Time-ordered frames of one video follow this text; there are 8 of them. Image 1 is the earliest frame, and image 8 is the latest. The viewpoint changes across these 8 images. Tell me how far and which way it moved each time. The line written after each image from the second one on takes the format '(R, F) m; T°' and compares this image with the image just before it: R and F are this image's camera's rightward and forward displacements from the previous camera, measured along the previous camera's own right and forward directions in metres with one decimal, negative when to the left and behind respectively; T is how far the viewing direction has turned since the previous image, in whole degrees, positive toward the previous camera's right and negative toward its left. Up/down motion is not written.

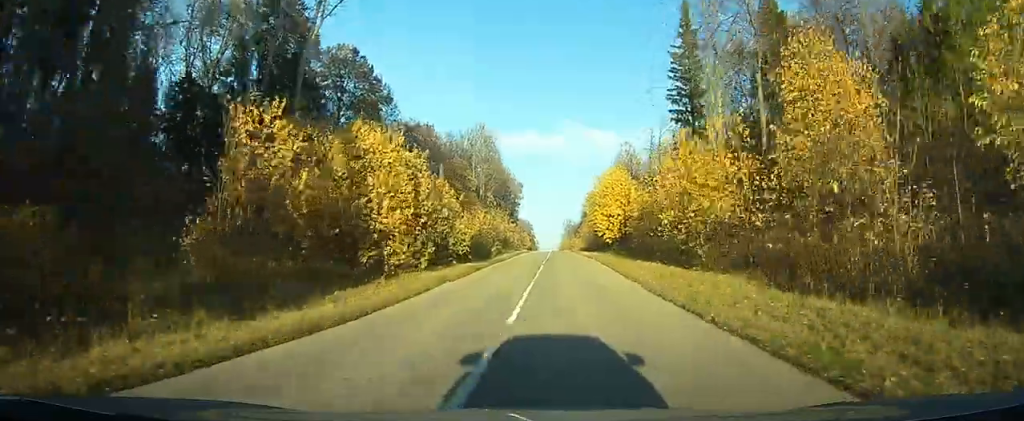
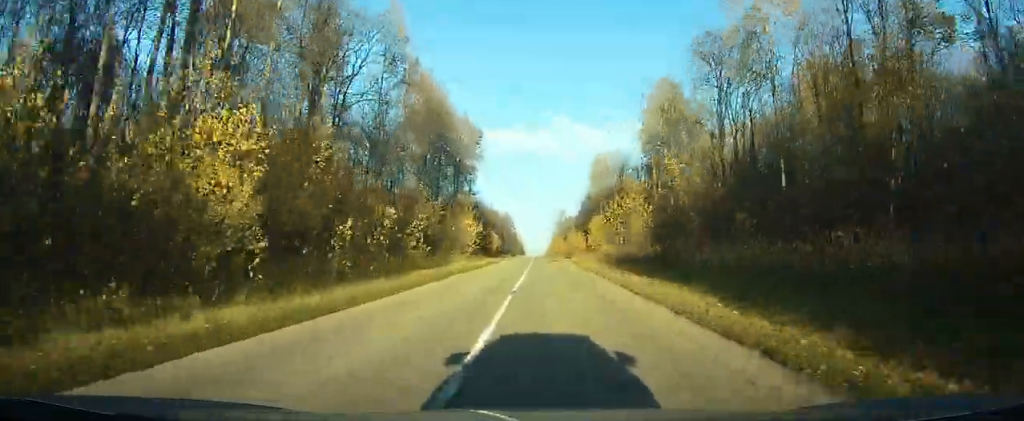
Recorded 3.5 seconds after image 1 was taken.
(+5.5, +89.4) m; +3°
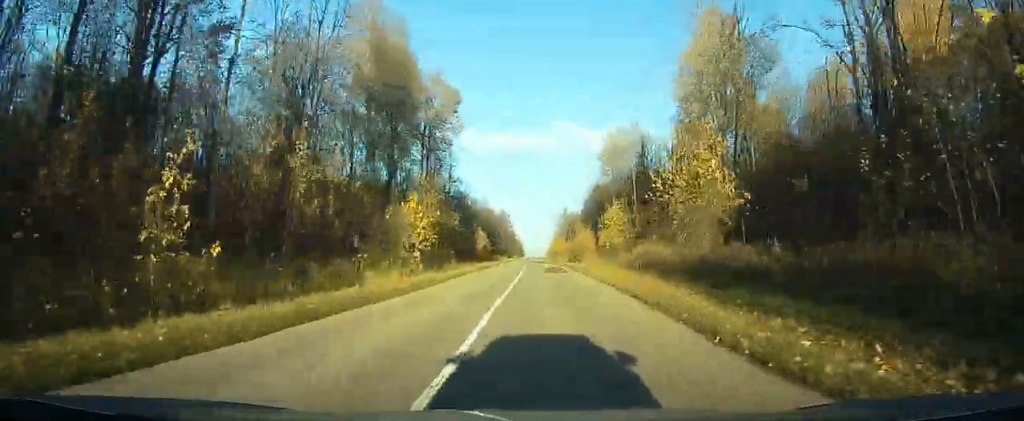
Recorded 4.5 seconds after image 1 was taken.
(-0.8, +21.3) m; -6°
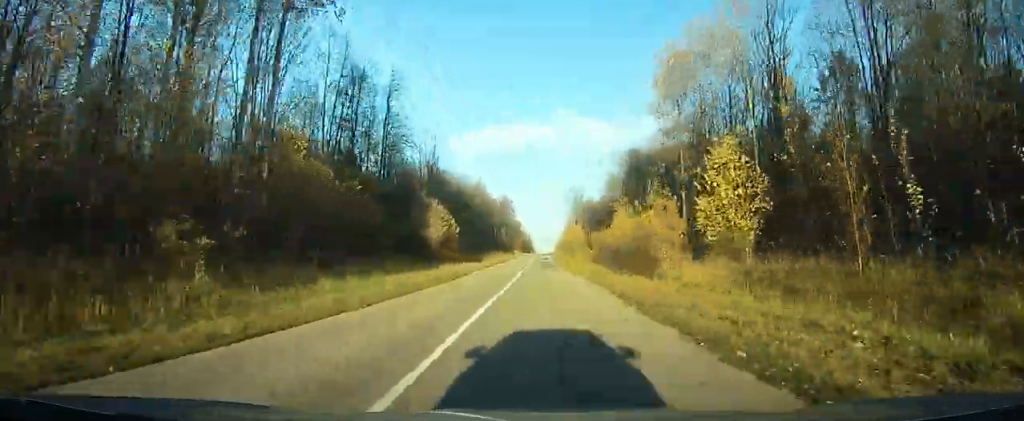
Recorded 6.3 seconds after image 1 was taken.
(-3.3, +35.8) m; -10°
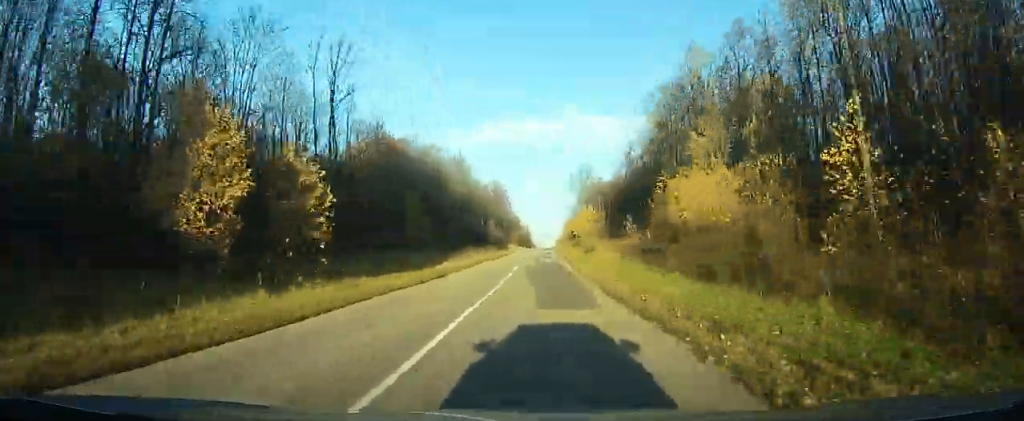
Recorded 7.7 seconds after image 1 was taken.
(-2.4, +25.3) m; -5°
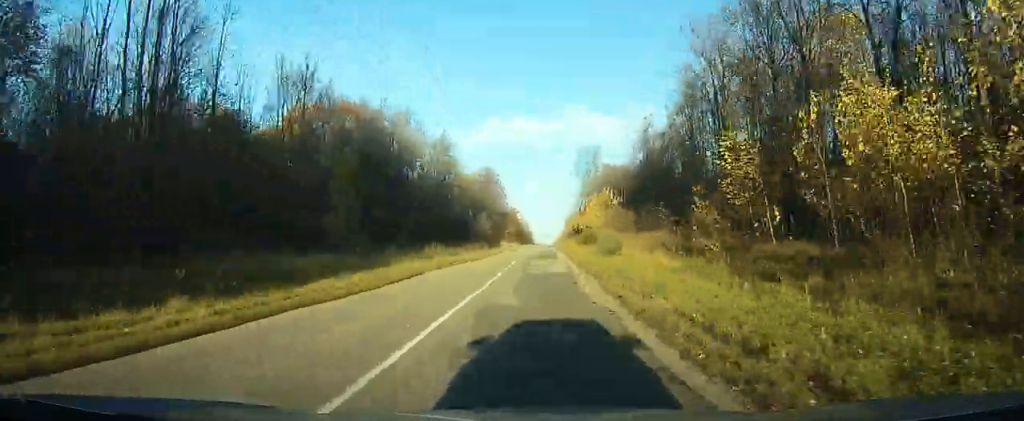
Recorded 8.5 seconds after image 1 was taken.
(-0.3, +14.9) m; +3°
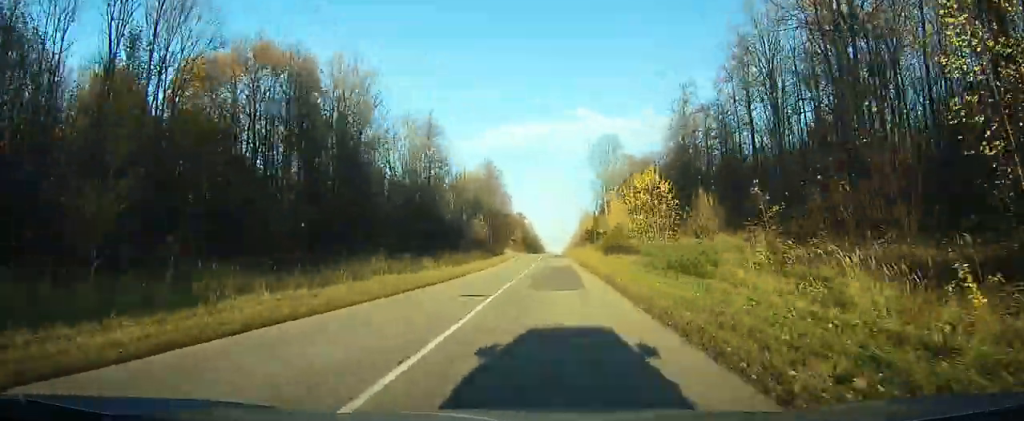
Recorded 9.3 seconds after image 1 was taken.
(-1.0, +14.9) m; +3°
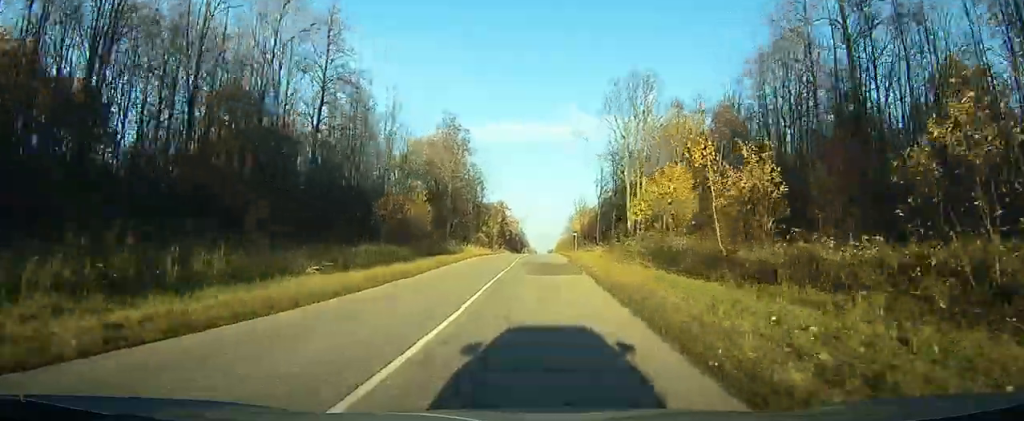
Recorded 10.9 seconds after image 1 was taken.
(+3.2, +31.8) m; +5°
